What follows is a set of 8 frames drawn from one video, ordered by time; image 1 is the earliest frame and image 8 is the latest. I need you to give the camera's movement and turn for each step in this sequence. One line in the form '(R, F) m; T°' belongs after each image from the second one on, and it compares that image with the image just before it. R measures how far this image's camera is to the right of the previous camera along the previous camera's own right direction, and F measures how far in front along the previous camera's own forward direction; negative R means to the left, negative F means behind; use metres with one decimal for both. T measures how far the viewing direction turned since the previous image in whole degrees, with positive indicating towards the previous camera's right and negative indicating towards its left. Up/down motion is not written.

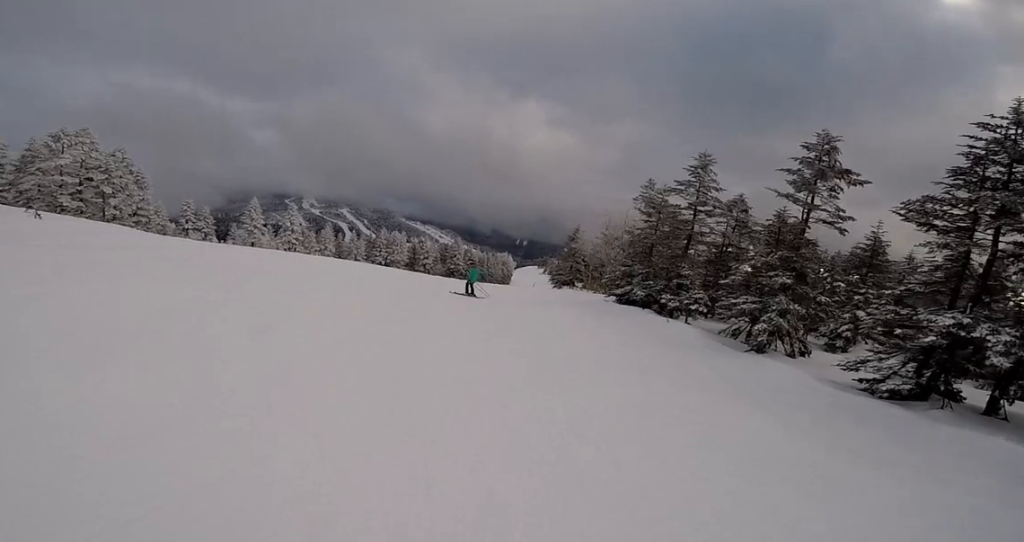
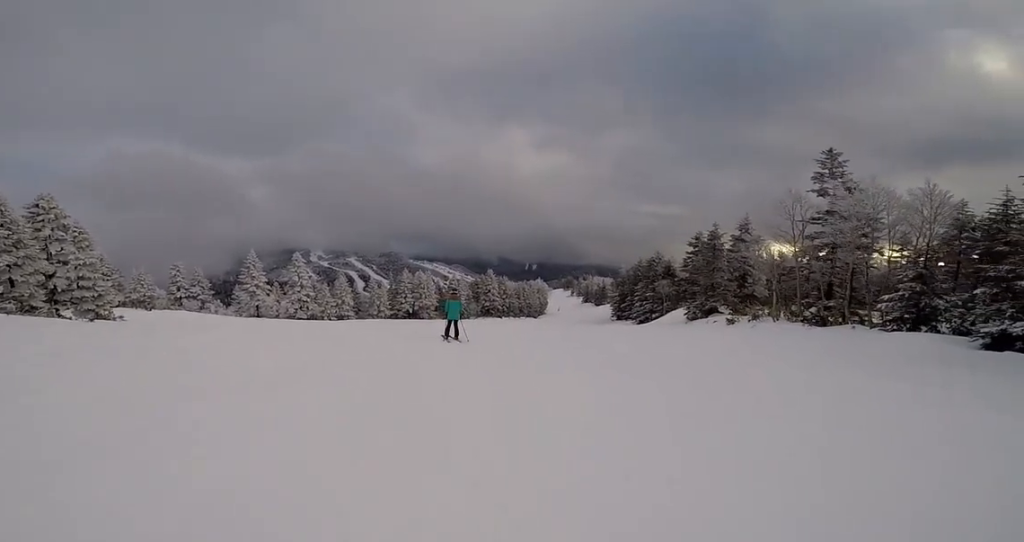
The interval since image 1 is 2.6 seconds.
(-0.5, +12.4) m; +18°
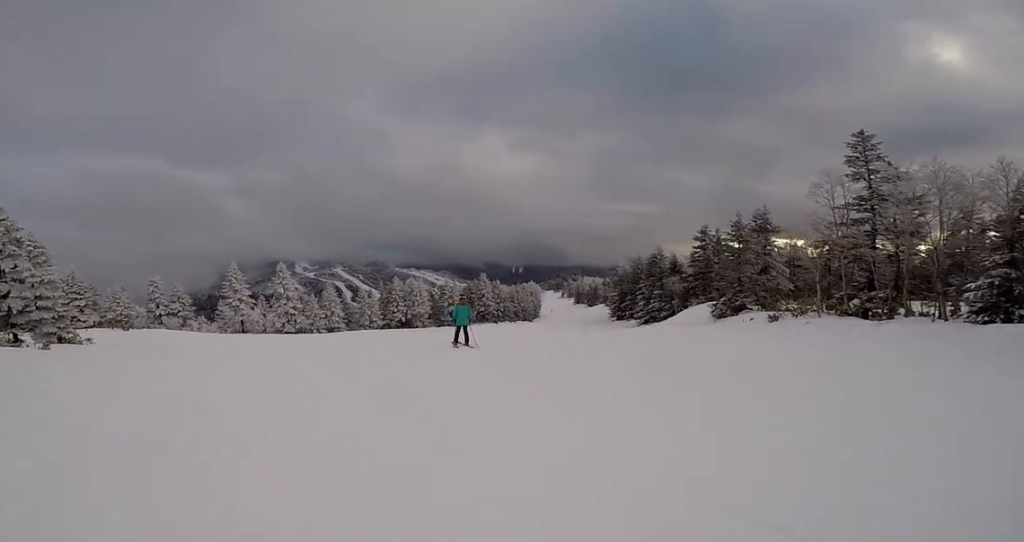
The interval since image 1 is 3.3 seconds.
(+0.7, +3.2) m; +9°
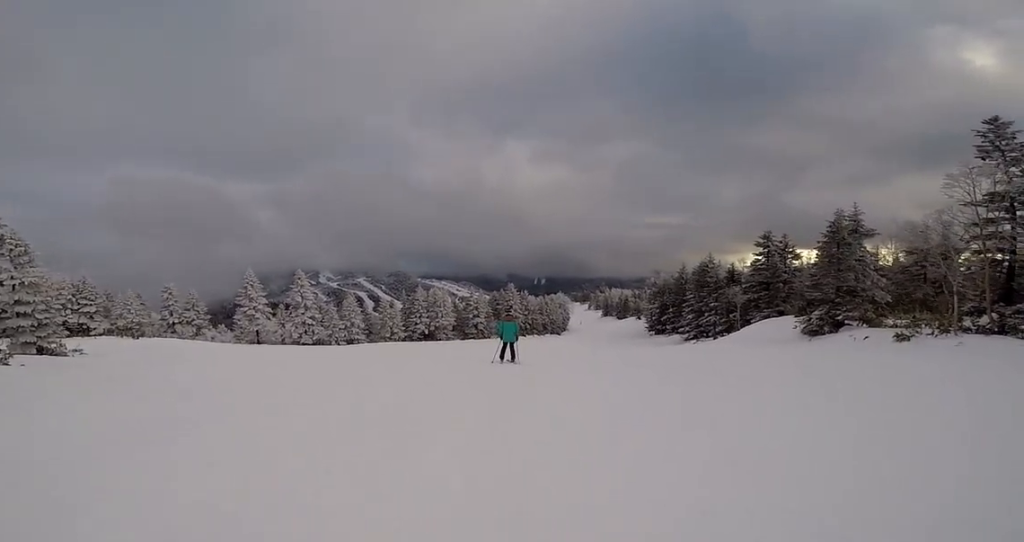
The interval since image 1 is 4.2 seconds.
(+0.3, +4.4) m; +12°
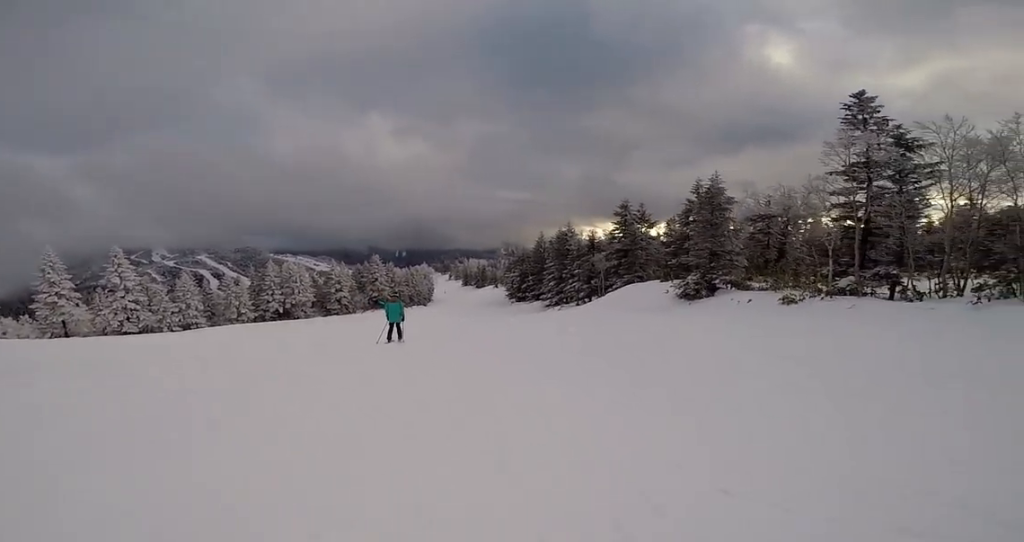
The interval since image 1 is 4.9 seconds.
(+0.3, +3.3) m; +12°
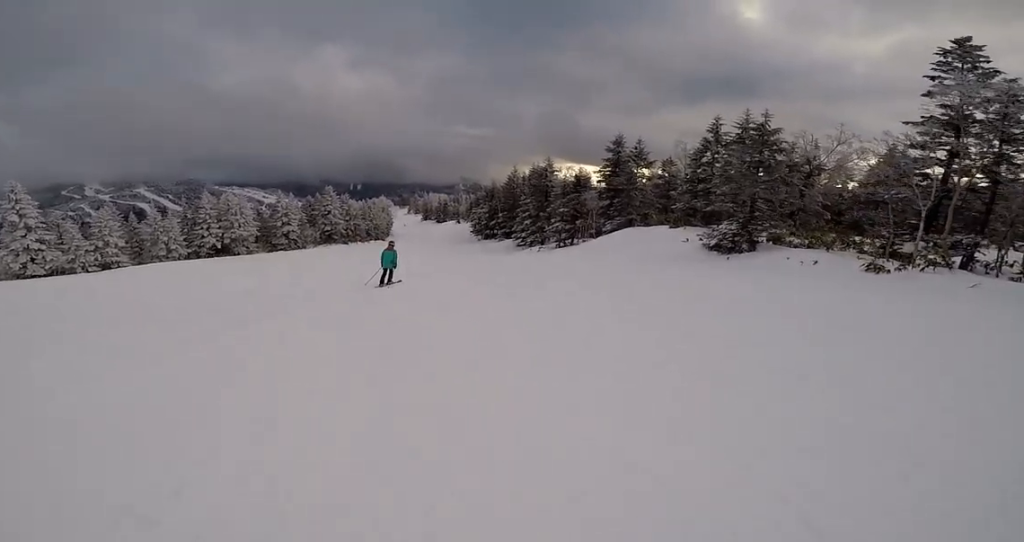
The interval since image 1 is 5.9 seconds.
(+0.9, +4.5) m; +11°
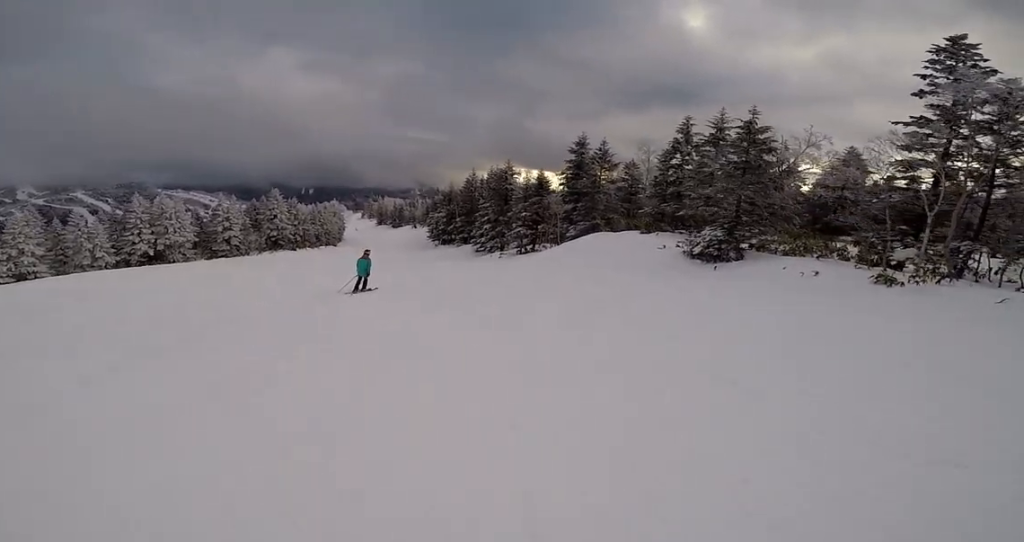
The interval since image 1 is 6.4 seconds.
(+0.2, +2.2) m; -2°
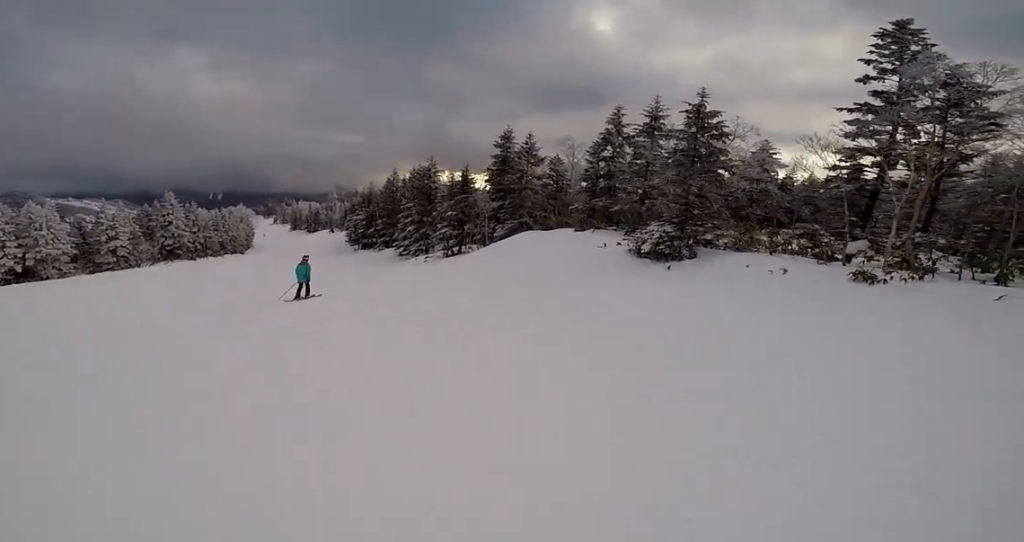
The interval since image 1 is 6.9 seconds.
(-0.1, +2.4) m; -6°
